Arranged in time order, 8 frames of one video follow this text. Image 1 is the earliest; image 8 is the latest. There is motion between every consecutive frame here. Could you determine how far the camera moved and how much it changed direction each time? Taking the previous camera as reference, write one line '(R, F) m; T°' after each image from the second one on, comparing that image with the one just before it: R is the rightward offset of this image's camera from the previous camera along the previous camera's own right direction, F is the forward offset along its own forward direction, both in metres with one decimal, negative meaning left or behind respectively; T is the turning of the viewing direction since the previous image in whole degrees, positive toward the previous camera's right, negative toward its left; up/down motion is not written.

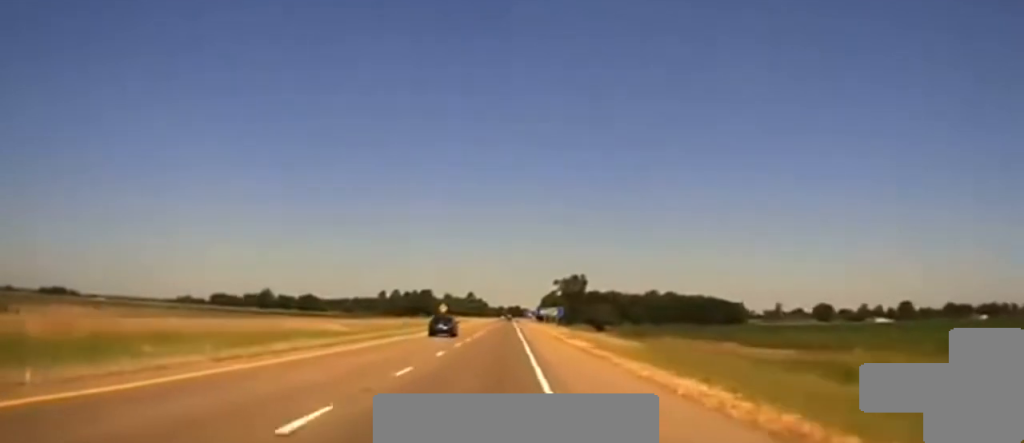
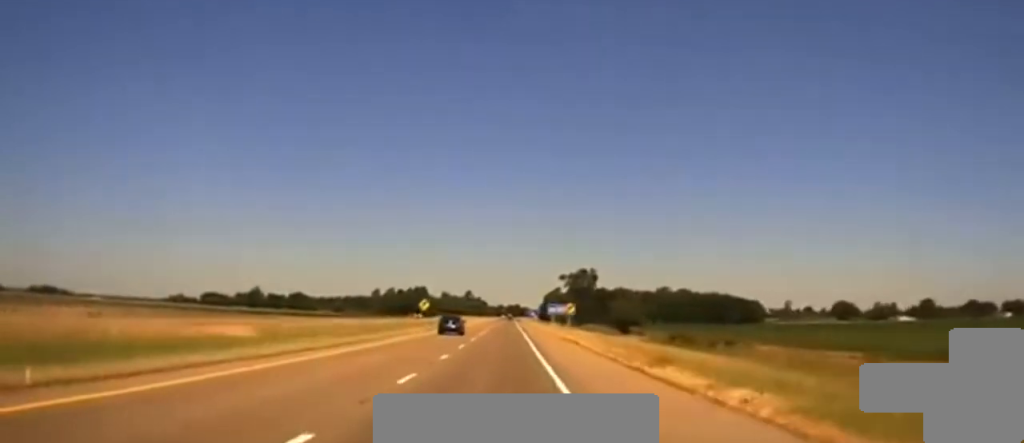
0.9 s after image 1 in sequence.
(+0.1, +40.3) m; 0°
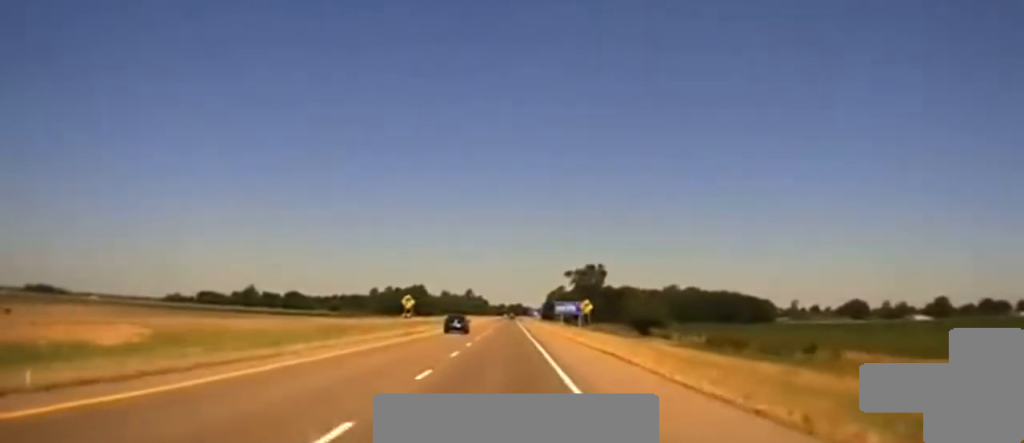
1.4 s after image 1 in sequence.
(-0.1, +22.6) m; 0°
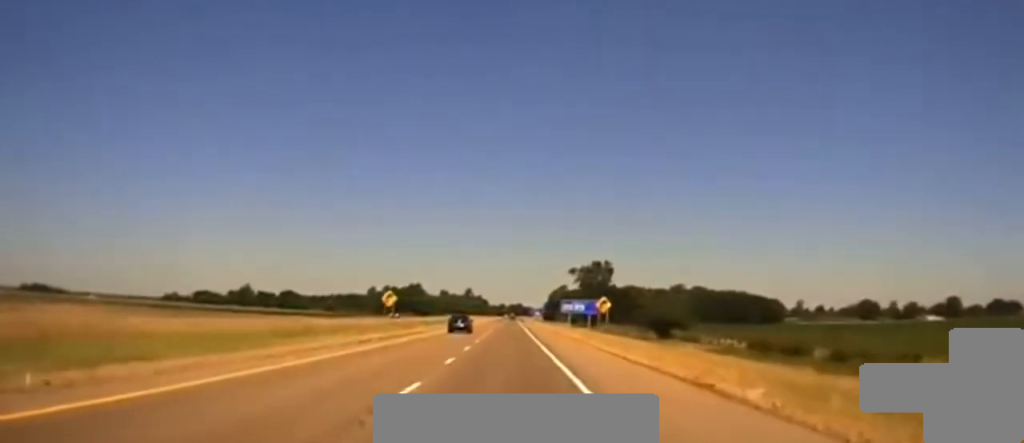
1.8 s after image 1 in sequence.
(-0.2, +17.3) m; 0°
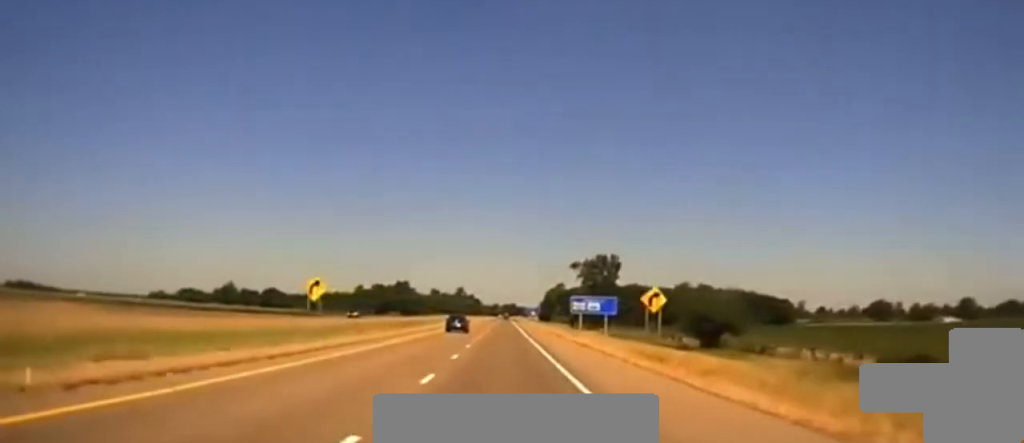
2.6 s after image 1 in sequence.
(+0.1, +32.6) m; +1°
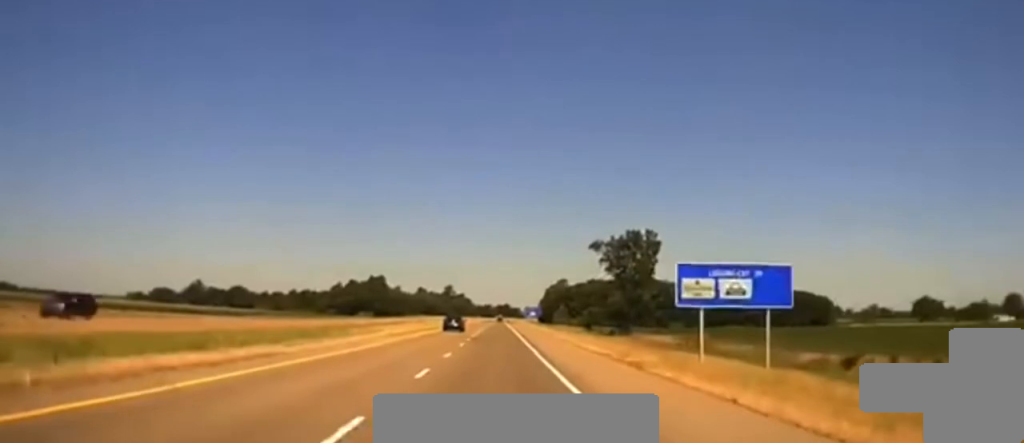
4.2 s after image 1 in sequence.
(+0.9, +67.6) m; 0°
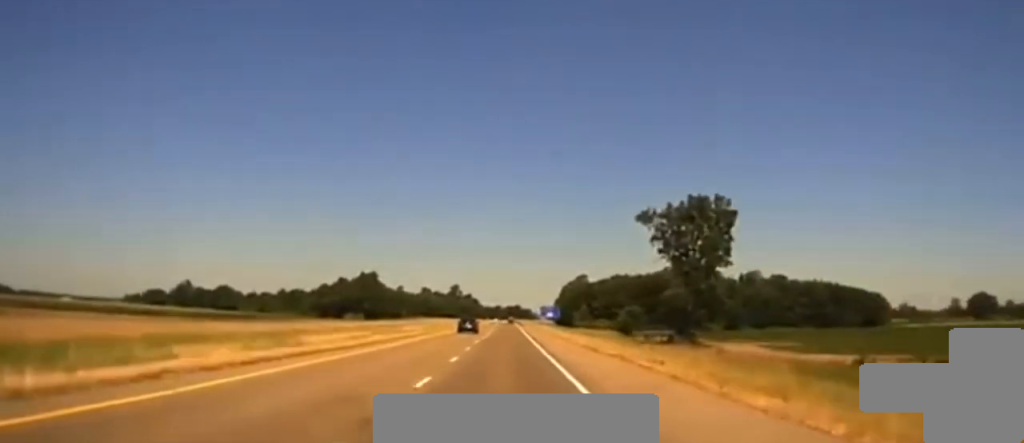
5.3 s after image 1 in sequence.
(-0.6, +46.5) m; 0°
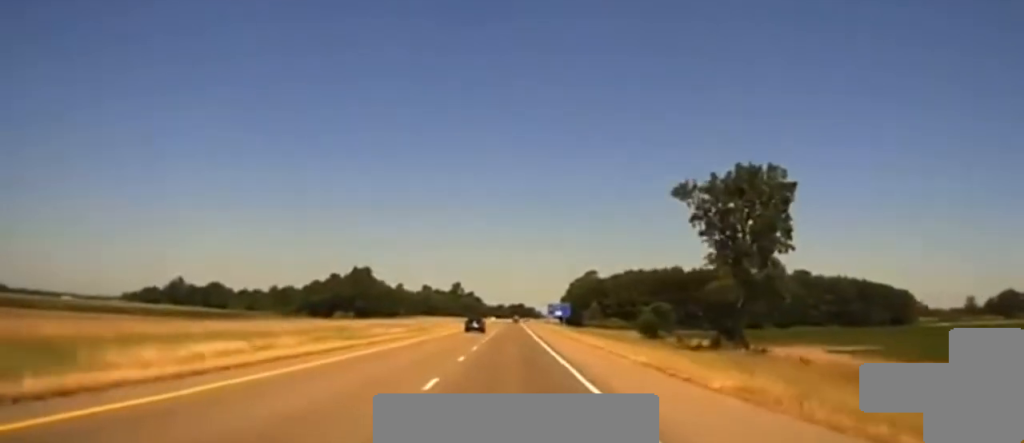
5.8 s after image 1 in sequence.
(+0.3, +21.1) m; 0°
